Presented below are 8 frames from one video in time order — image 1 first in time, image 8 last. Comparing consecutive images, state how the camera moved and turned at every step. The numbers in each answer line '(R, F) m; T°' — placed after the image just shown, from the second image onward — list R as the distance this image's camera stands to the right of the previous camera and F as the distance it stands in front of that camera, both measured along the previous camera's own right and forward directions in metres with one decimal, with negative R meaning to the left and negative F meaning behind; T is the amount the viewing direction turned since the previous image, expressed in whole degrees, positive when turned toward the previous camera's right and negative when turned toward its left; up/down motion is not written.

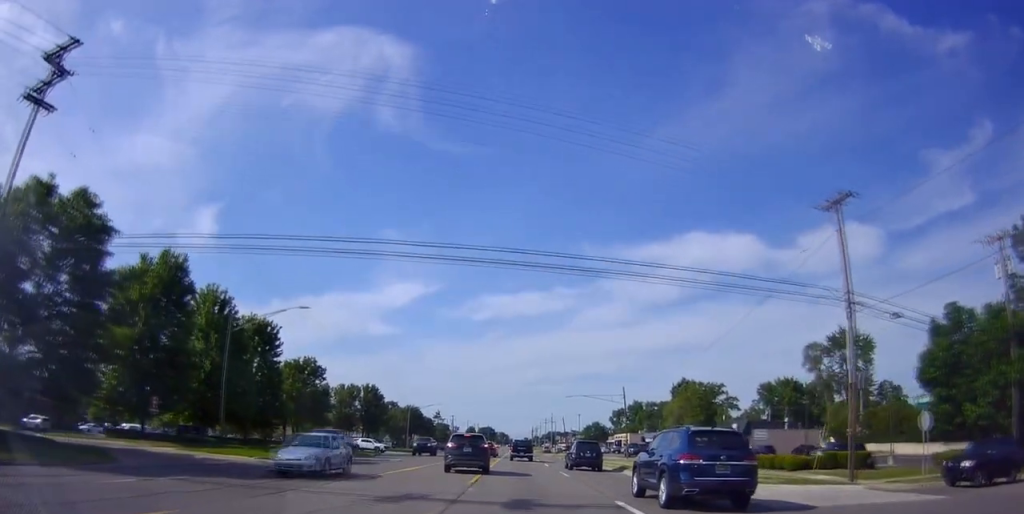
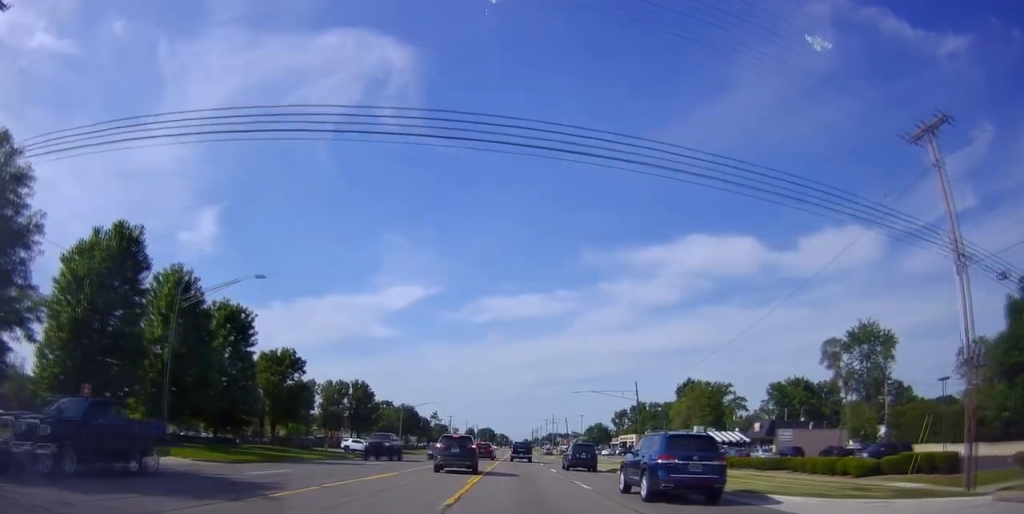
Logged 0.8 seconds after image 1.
(+0.4, +7.8) m; +3°
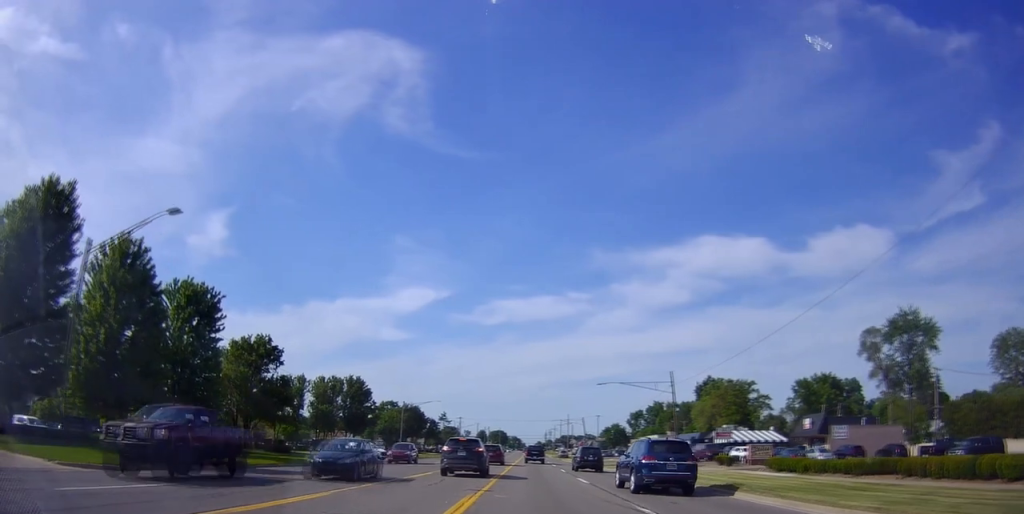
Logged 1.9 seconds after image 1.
(+0.1, +10.3) m; -2°
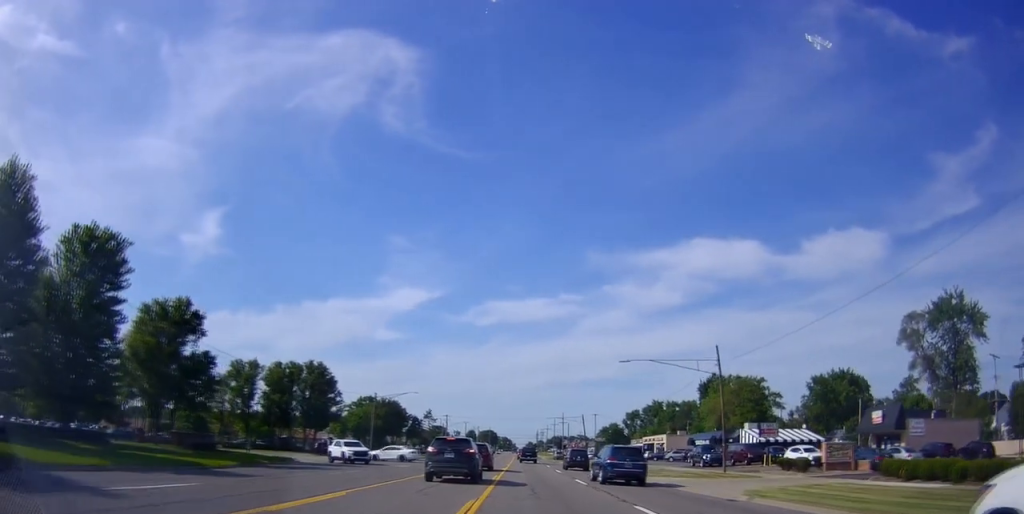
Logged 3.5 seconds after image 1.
(-0.2, +13.8) m; +2°
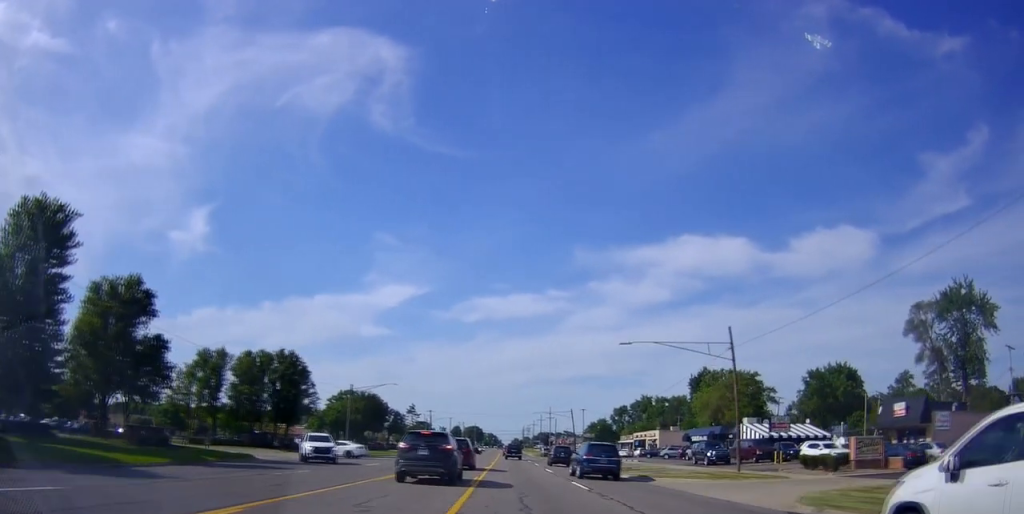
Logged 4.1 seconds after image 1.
(+0.1, +4.7) m; +1°
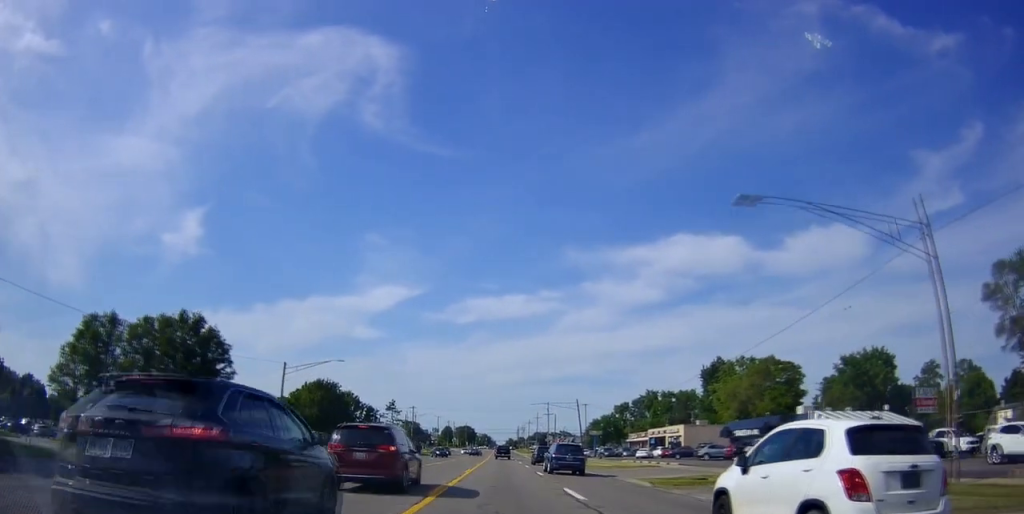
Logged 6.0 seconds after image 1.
(0.0, +17.5) m; -1°
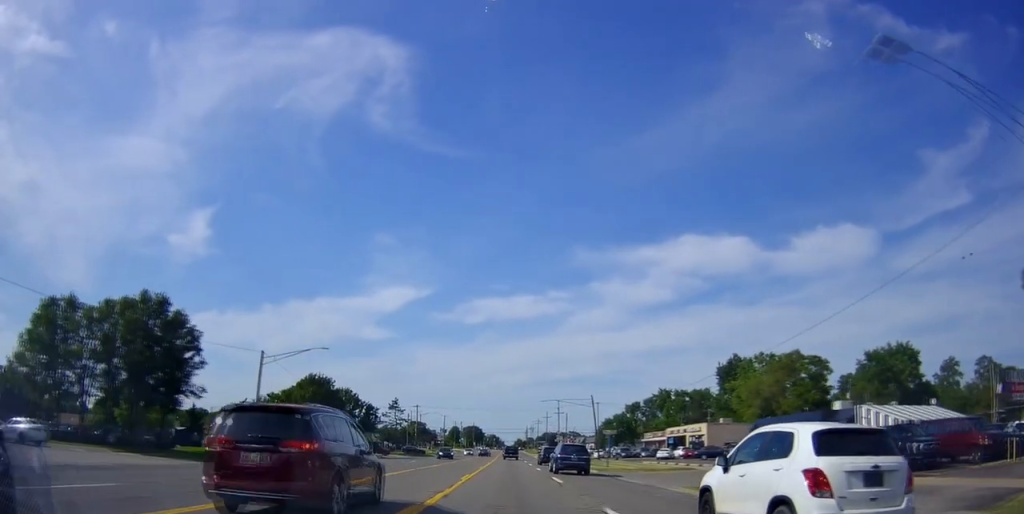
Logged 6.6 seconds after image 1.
(+0.1, +6.4) m; -3°
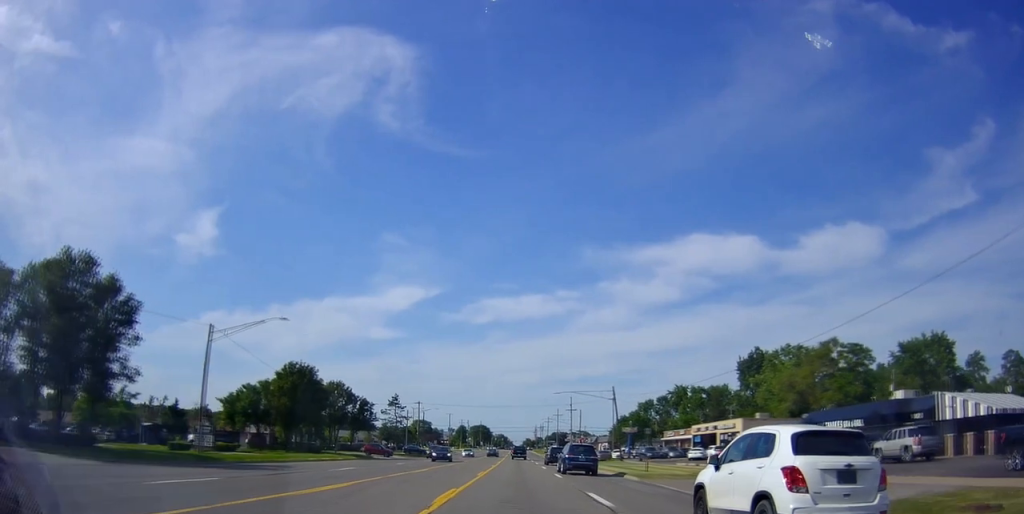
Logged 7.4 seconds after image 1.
(-0.5, +9.4) m; -3°
